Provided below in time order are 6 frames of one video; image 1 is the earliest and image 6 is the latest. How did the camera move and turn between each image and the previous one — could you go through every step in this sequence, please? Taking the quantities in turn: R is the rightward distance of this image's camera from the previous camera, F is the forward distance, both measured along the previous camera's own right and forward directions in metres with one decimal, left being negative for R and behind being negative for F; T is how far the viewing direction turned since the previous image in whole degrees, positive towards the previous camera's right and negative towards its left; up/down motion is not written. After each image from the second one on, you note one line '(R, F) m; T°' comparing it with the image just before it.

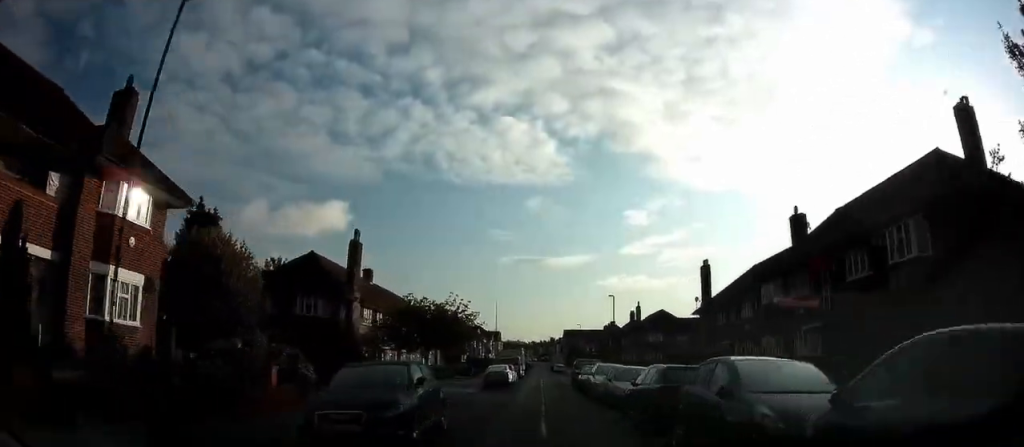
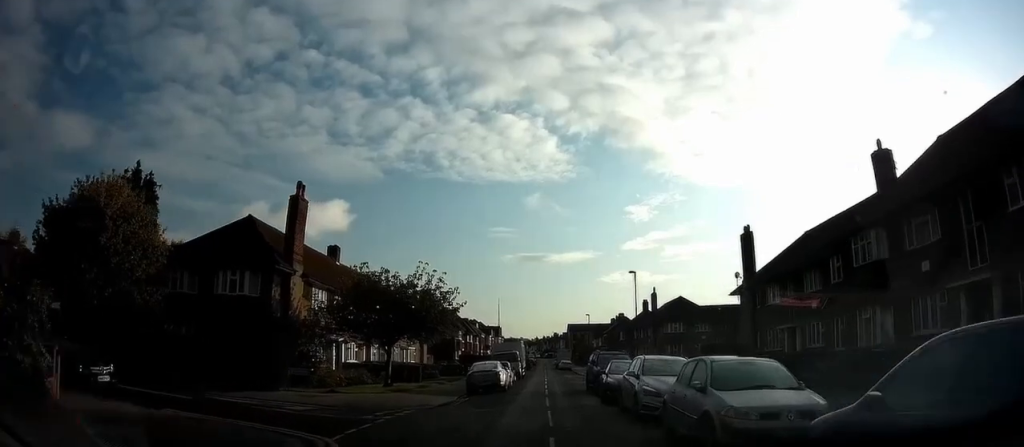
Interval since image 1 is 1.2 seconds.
(0.0, +9.6) m; 0°
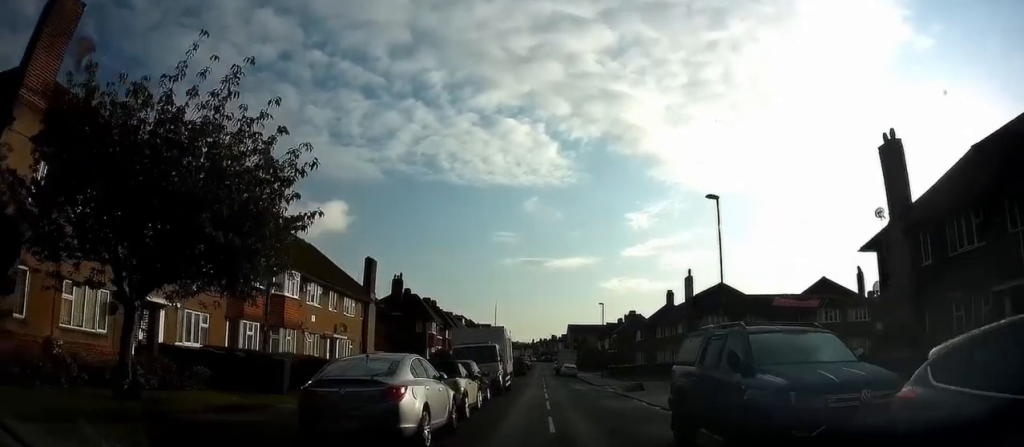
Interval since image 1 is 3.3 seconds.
(-0.5, +18.6) m; -3°
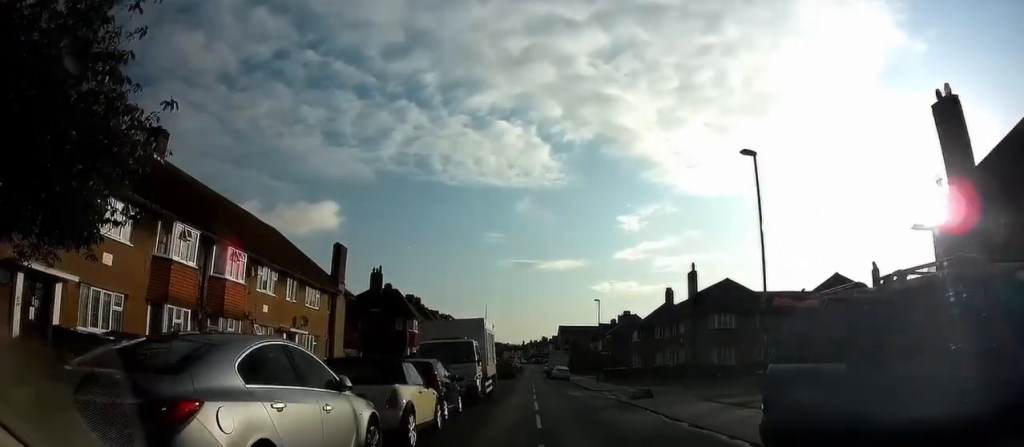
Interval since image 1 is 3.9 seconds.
(0.0, +5.3) m; +1°
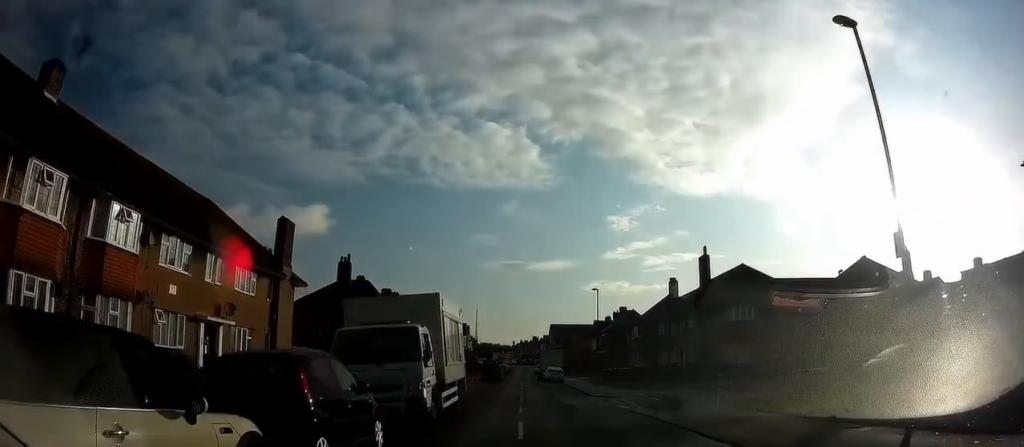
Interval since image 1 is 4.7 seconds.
(+0.1, +7.8) m; +2°
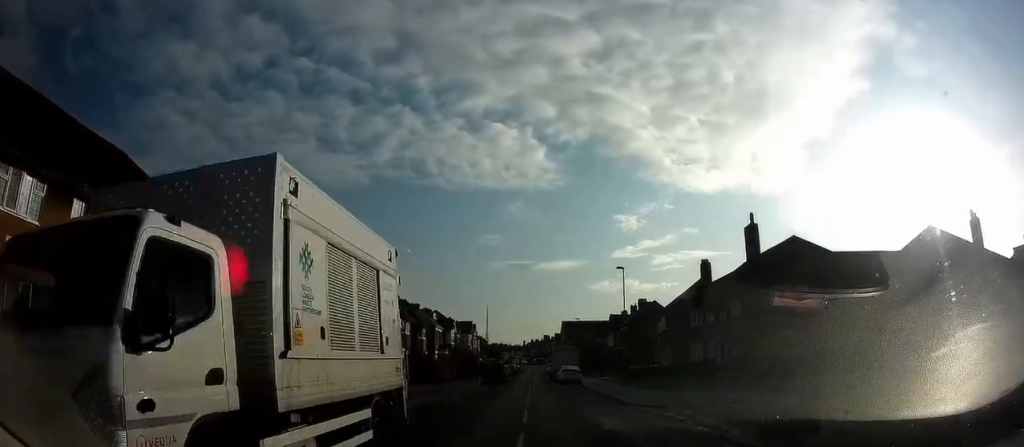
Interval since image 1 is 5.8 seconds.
(+0.2, +10.1) m; +1°
